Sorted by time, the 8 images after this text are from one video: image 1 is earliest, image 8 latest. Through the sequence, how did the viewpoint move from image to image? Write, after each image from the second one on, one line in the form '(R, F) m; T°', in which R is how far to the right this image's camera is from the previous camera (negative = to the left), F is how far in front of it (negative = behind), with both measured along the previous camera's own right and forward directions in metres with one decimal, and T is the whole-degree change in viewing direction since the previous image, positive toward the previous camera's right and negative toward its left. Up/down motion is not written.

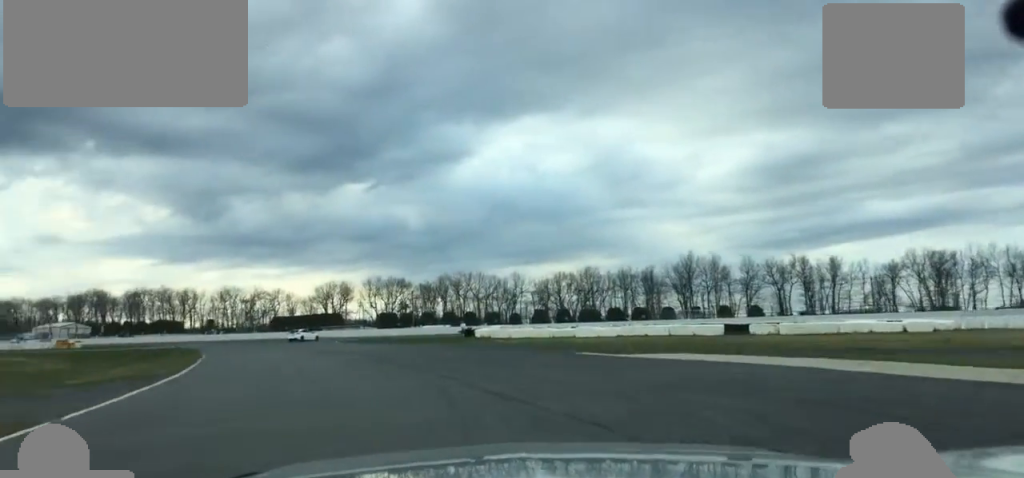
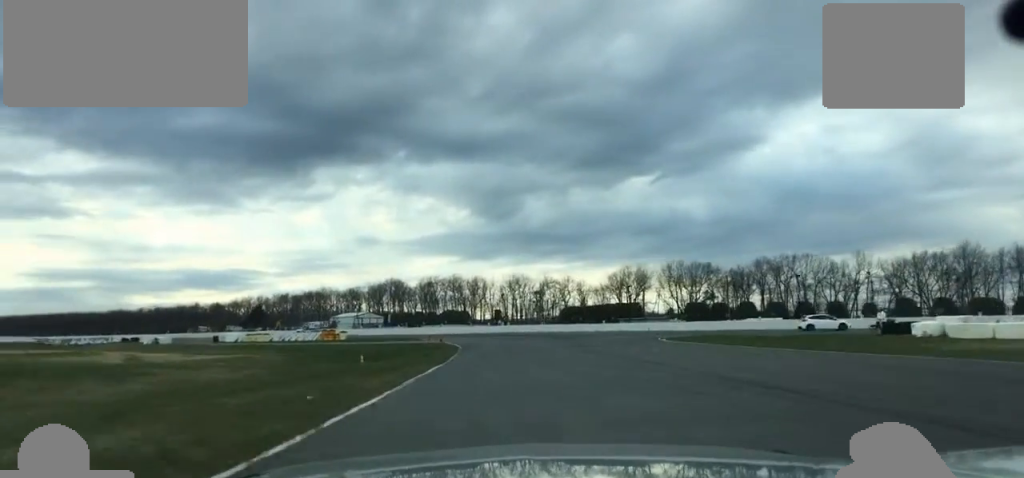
(-7.7, +35.8) m; -15°
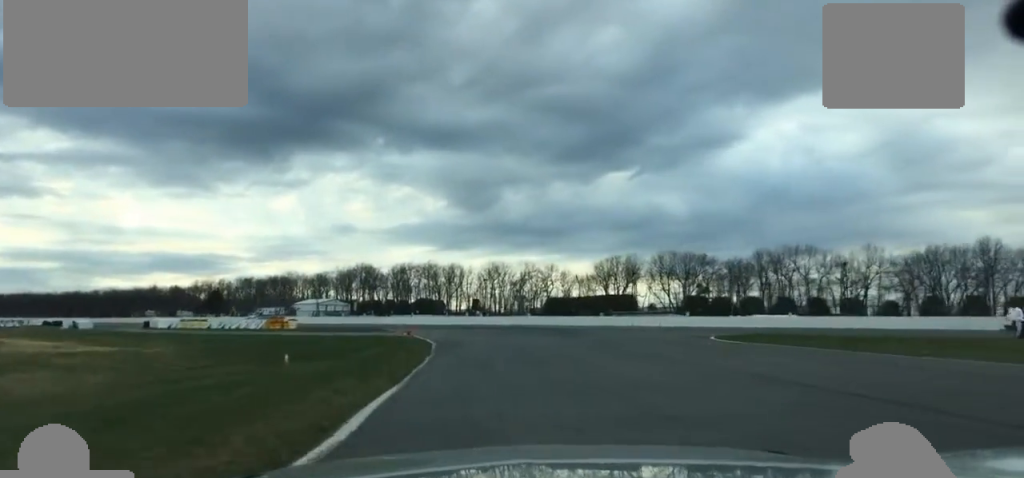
(+0.1, +15.4) m; +3°
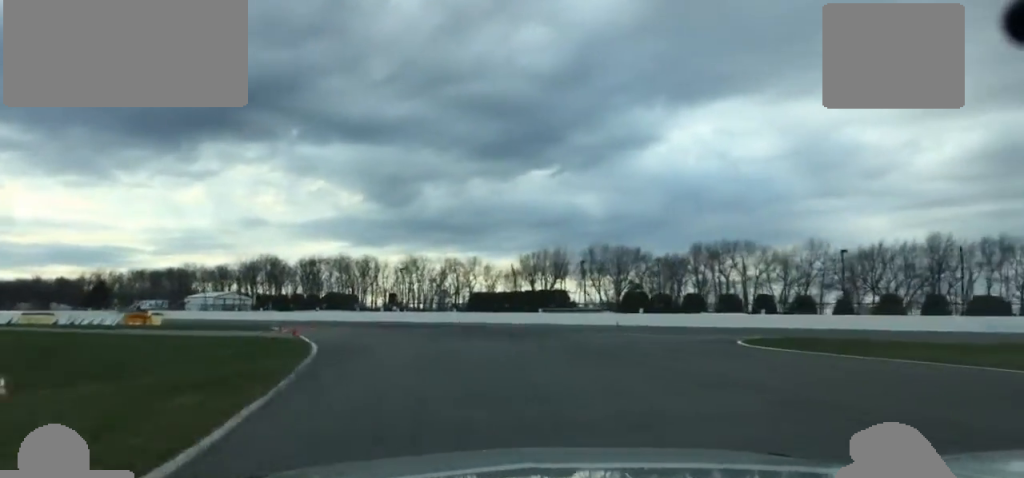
(+0.3, +14.9) m; +5°
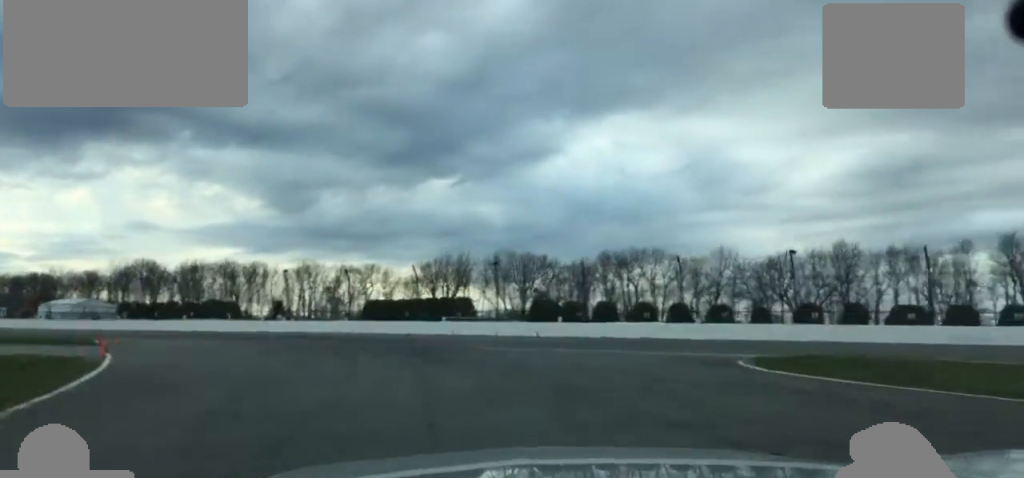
(+0.3, +9.7) m; +6°
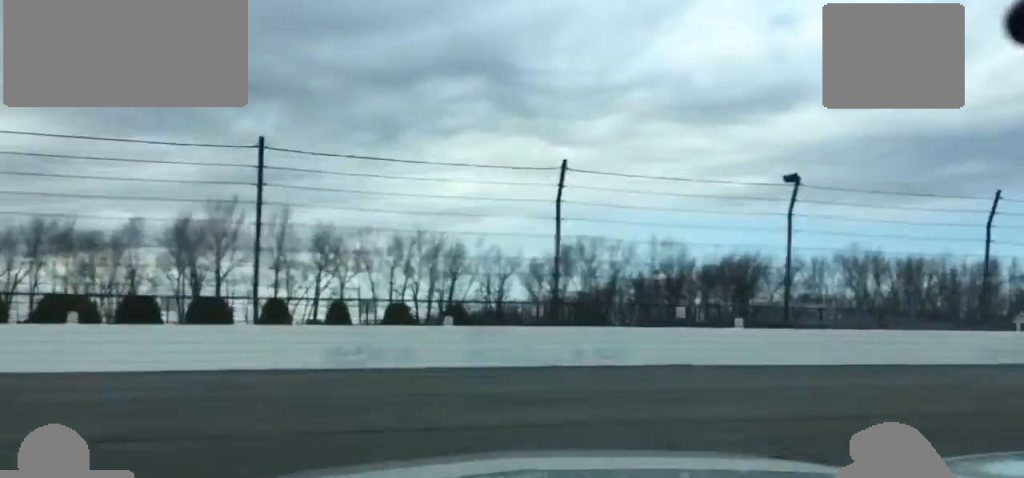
(+10.1, +36.4) m; +50°
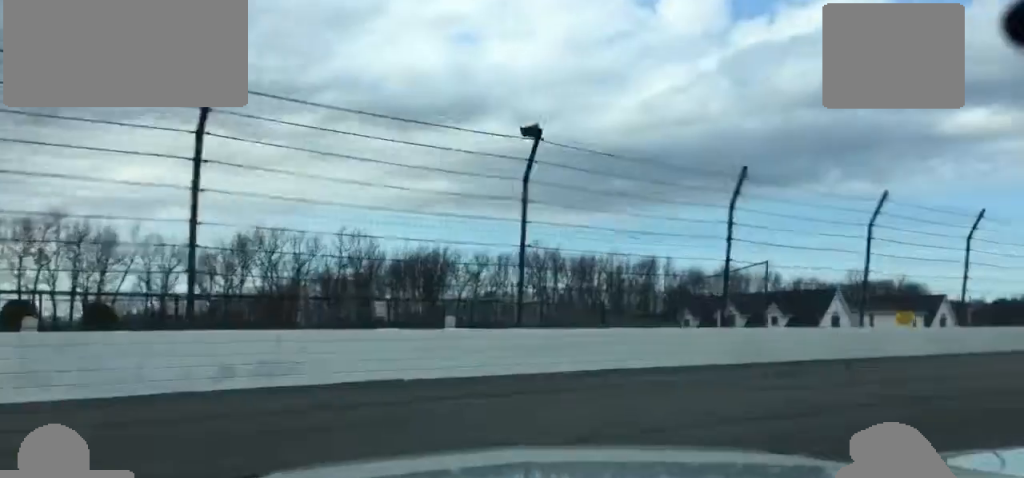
(+0.8, +8.3) m; +24°
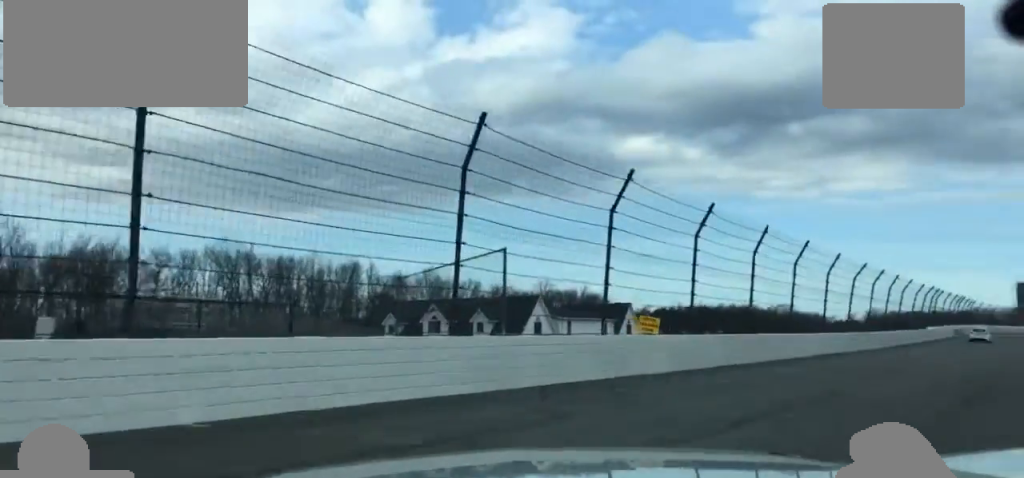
(+4.1, +8.0) m; +23°
